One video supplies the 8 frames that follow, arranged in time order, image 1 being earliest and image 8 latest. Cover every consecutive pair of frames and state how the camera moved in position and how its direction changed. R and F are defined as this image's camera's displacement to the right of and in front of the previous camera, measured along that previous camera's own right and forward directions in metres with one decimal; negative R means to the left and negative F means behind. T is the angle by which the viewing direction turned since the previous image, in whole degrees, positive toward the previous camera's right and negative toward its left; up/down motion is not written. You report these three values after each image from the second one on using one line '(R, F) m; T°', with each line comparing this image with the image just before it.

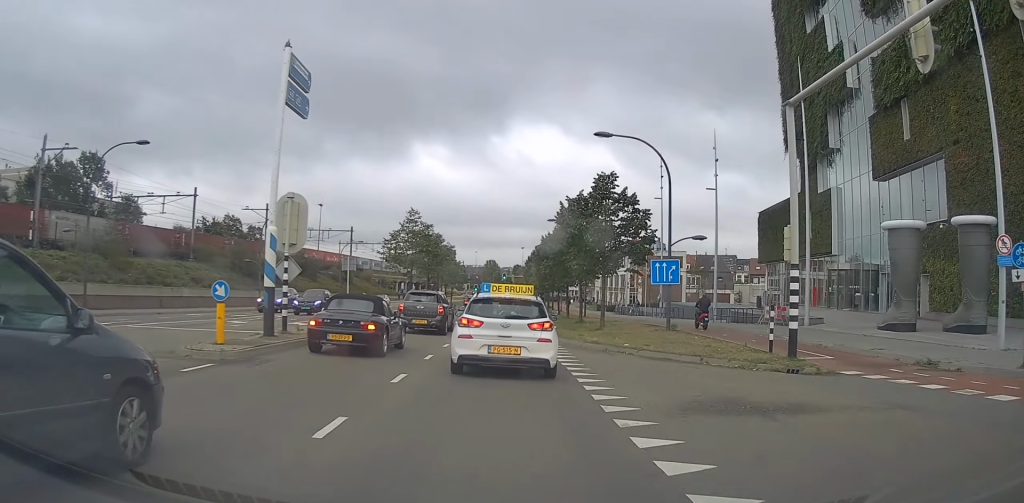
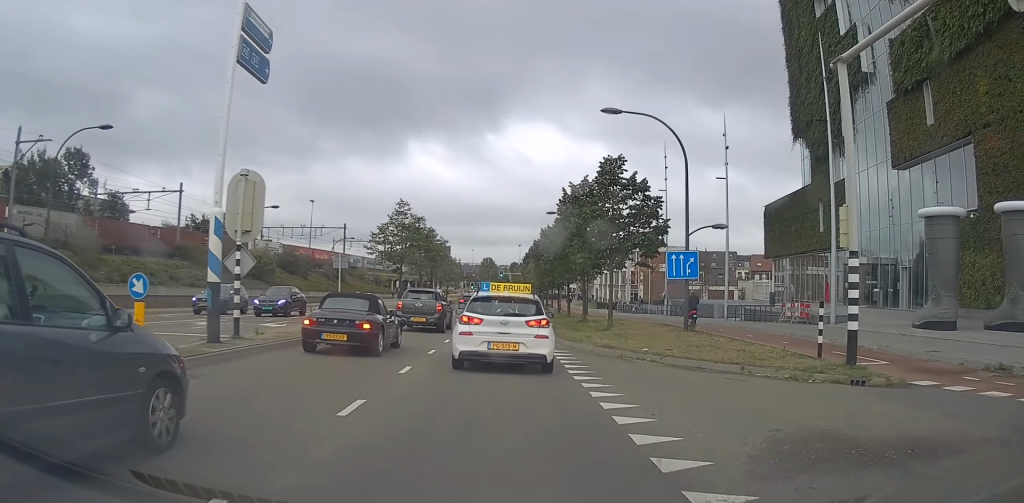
(0.0, +3.2) m; +1°
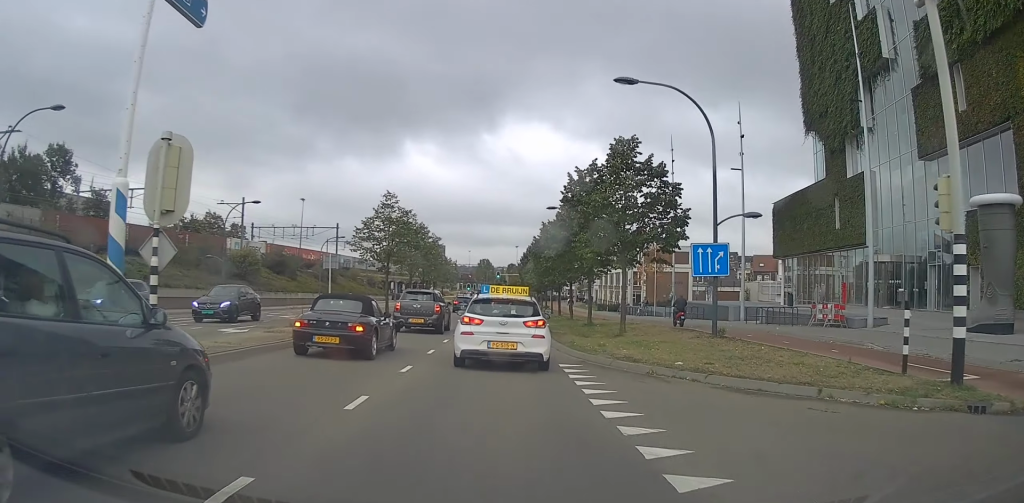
(0.0, +3.7) m; +1°
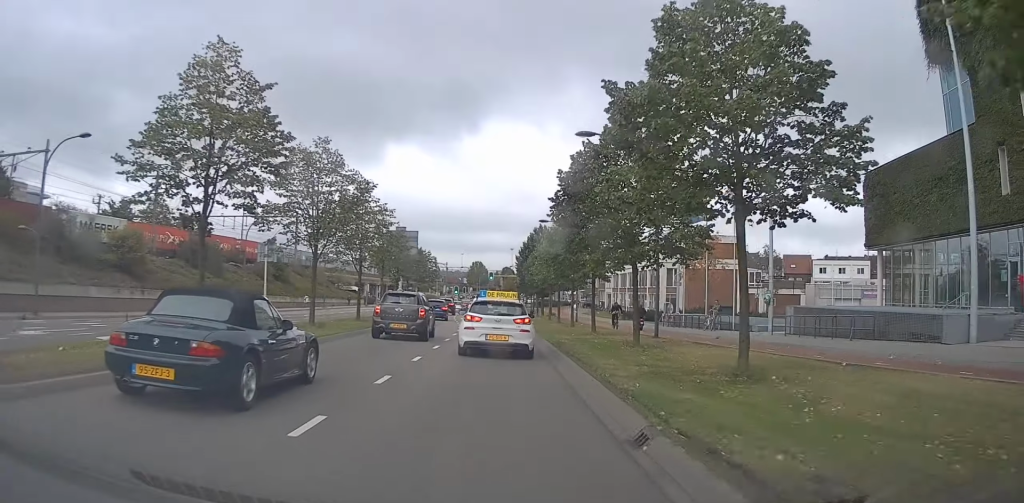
(+0.1, +22.3) m; +1°
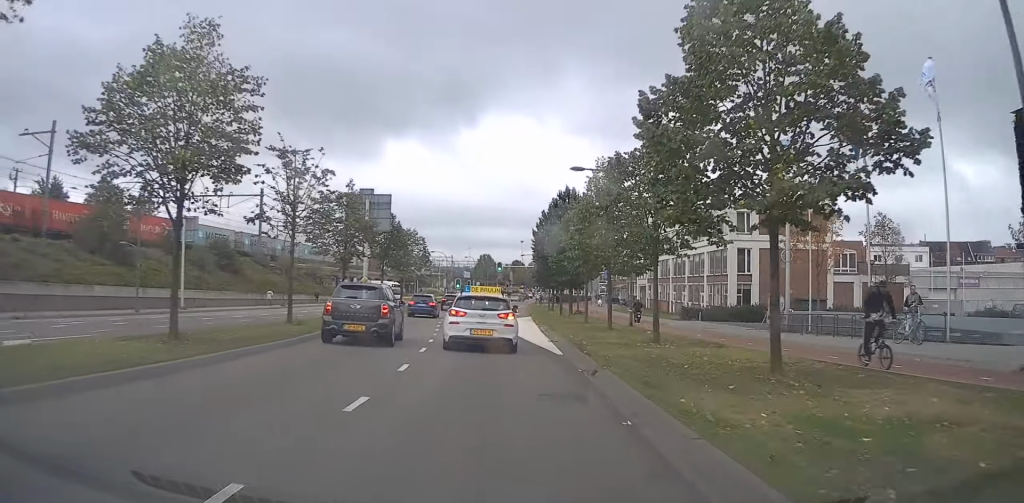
(+0.4, +19.3) m; -1°
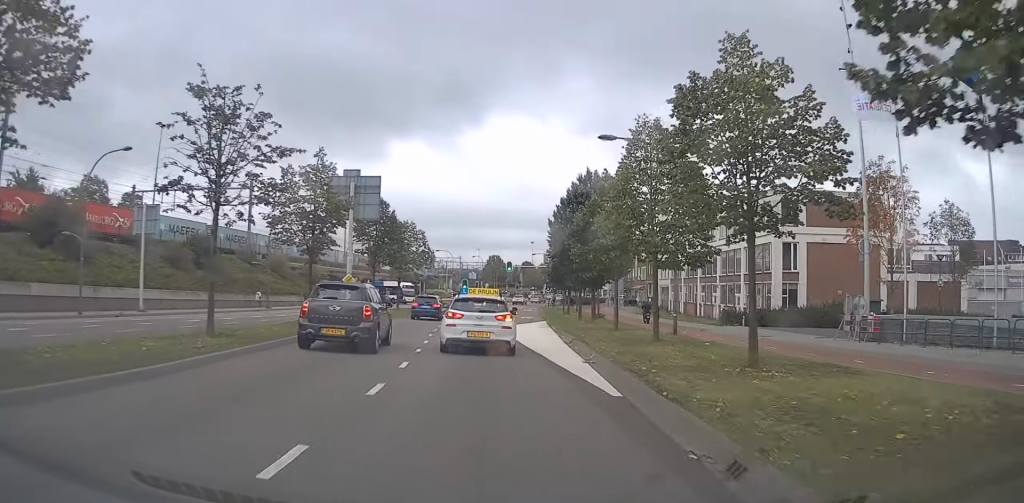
(-0.1, +7.0) m; -3°
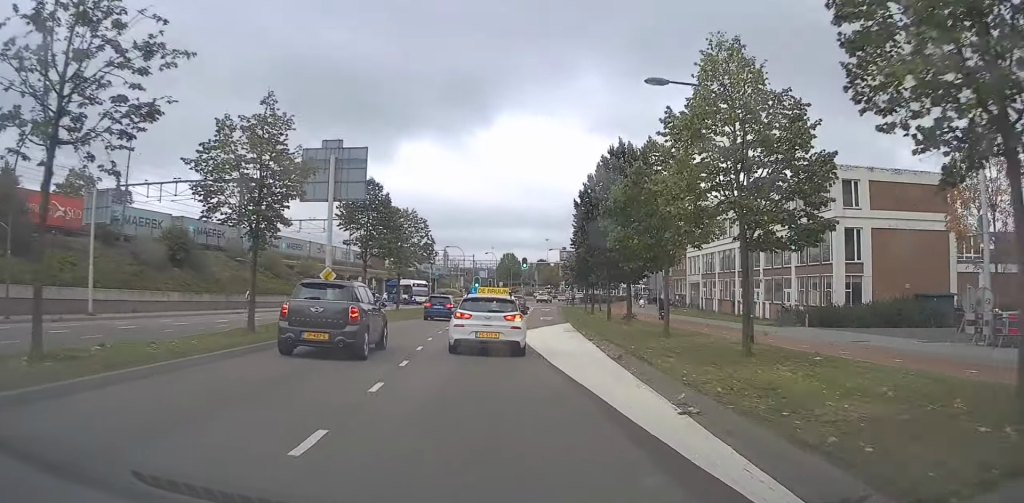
(-0.1, +7.0) m; -2°
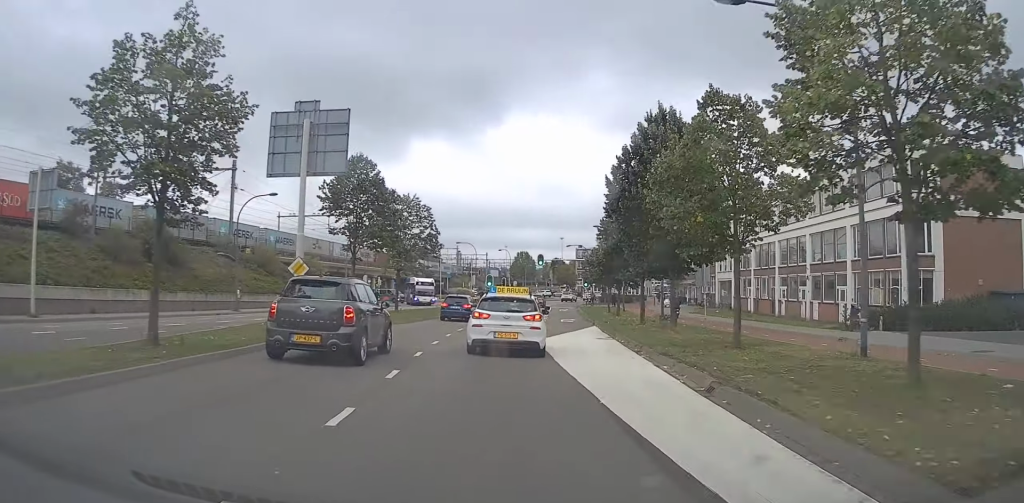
(-0.3, +6.0) m; 0°
